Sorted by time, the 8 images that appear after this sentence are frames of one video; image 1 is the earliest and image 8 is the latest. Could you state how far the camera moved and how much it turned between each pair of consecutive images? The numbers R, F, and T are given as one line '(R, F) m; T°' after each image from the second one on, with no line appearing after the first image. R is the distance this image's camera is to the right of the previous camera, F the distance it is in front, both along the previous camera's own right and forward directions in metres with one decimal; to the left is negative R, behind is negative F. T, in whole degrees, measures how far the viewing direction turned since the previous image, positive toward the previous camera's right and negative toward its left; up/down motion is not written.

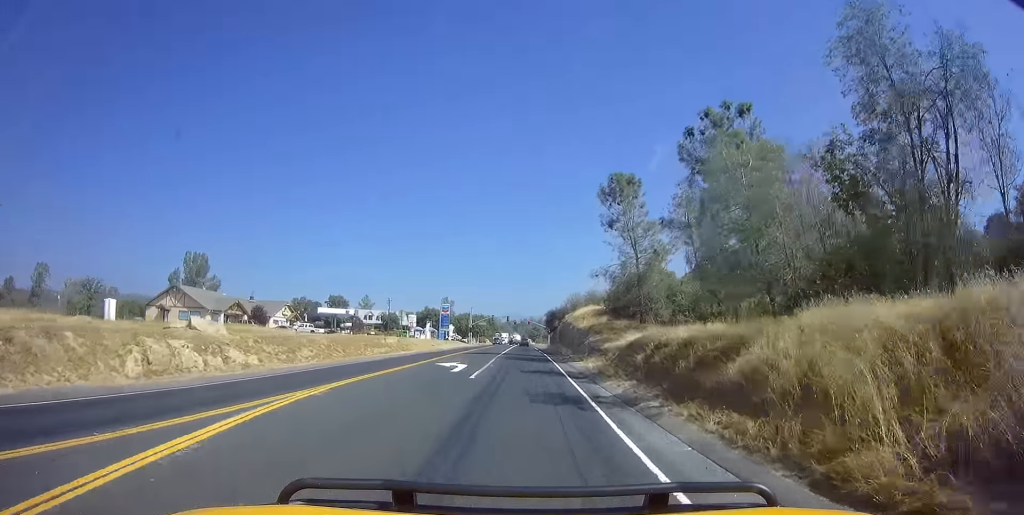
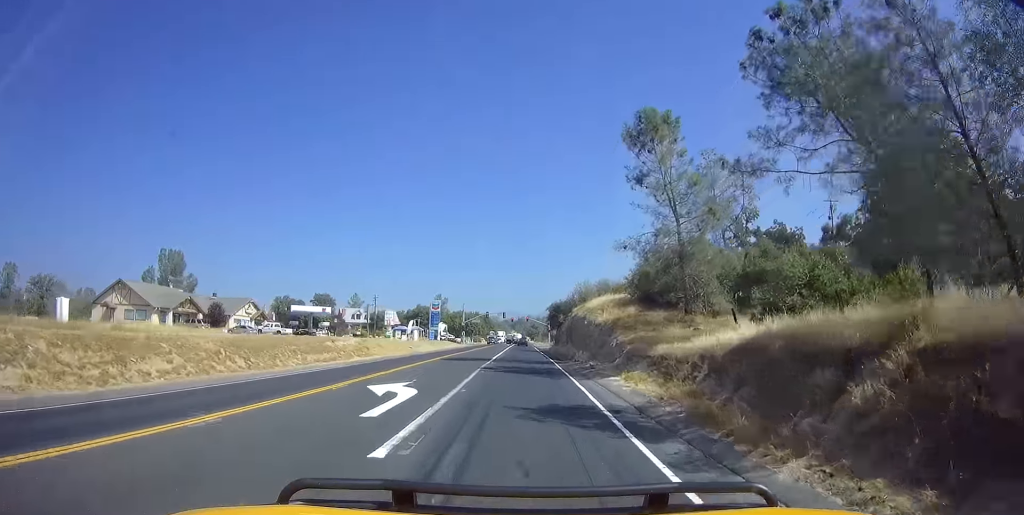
(-0.4, +11.9) m; 0°
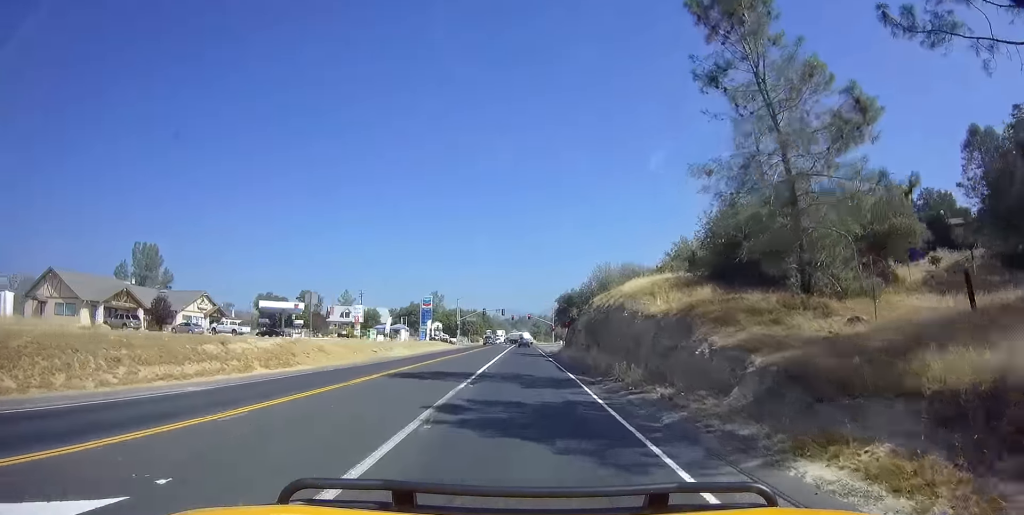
(0.0, +12.9) m; 0°
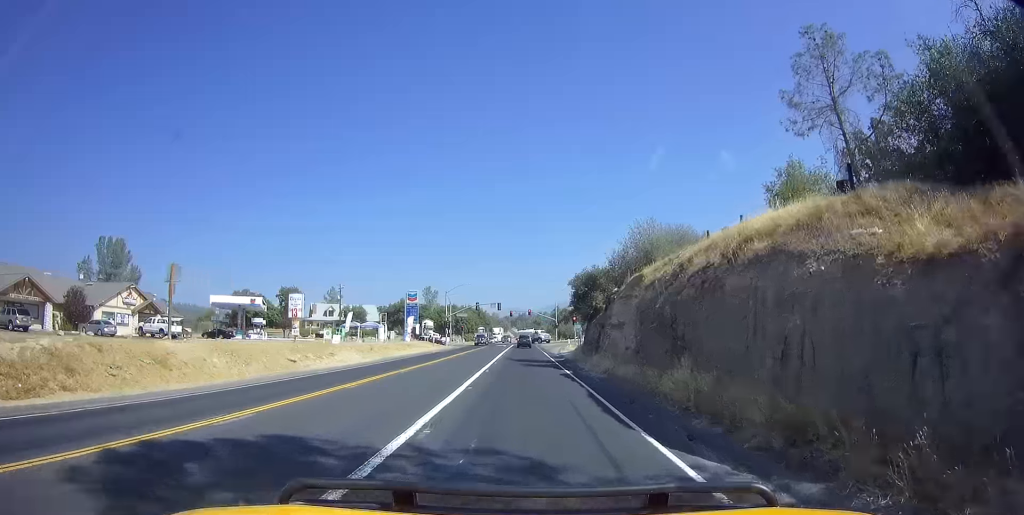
(+0.1, +14.3) m; 0°
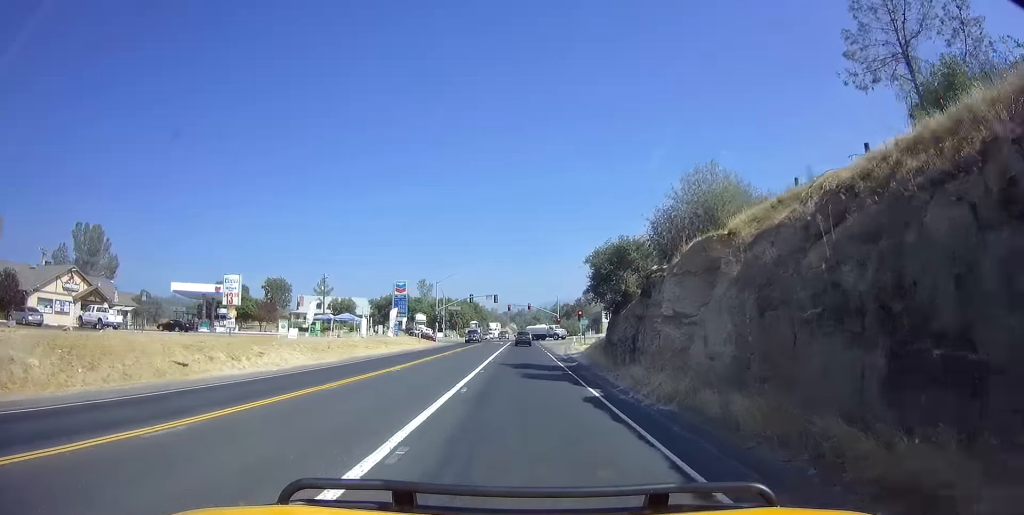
(-0.3, +8.8) m; 0°
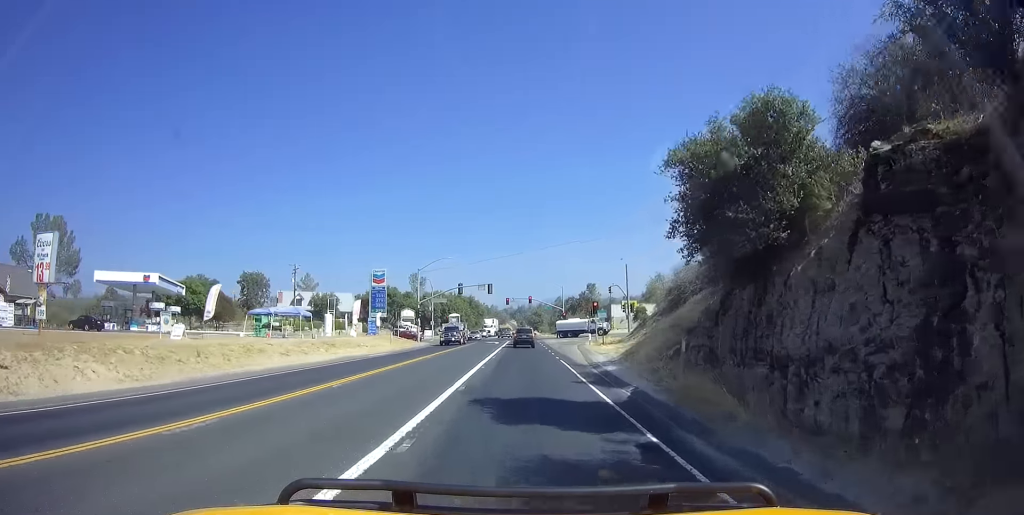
(+0.5, +13.4) m; -1°
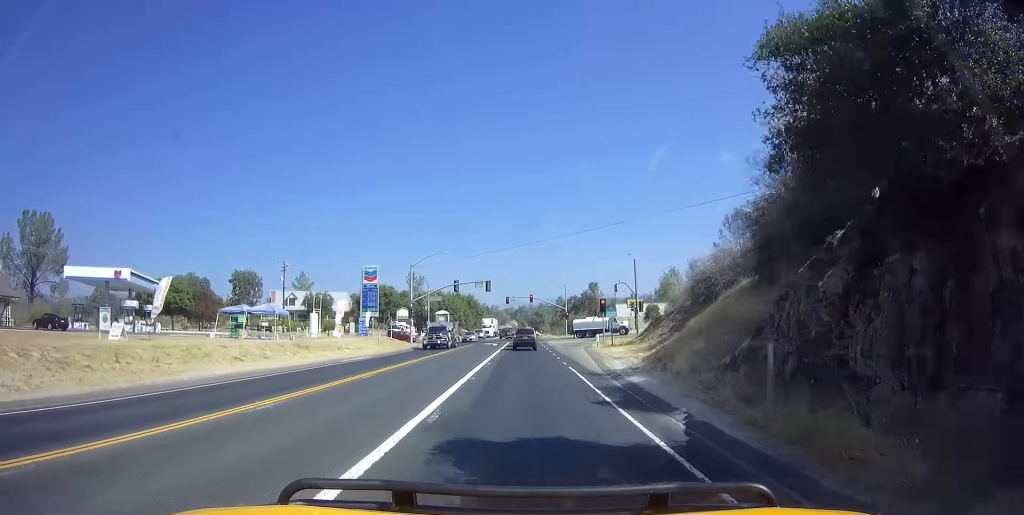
(-0.2, +4.4) m; -2°
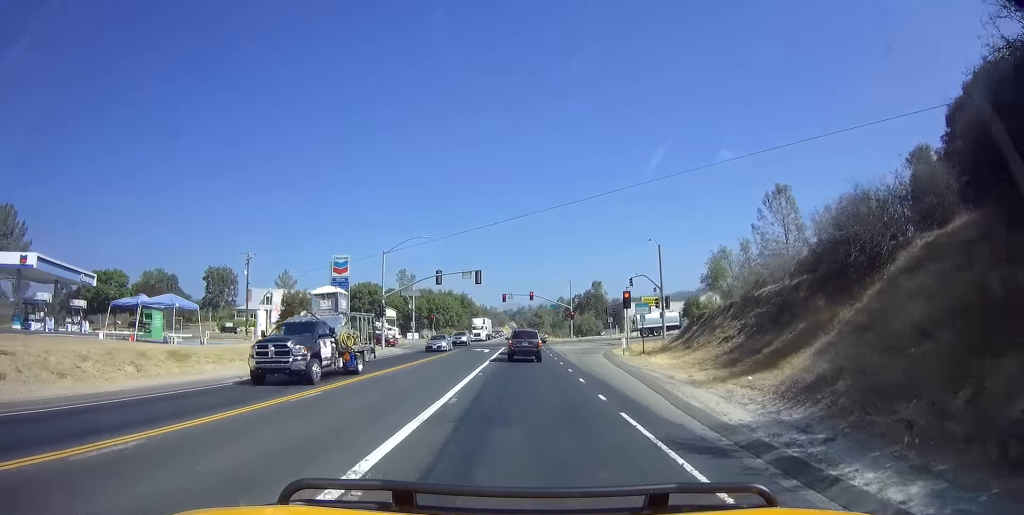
(-0.2, +11.3) m; +4°
